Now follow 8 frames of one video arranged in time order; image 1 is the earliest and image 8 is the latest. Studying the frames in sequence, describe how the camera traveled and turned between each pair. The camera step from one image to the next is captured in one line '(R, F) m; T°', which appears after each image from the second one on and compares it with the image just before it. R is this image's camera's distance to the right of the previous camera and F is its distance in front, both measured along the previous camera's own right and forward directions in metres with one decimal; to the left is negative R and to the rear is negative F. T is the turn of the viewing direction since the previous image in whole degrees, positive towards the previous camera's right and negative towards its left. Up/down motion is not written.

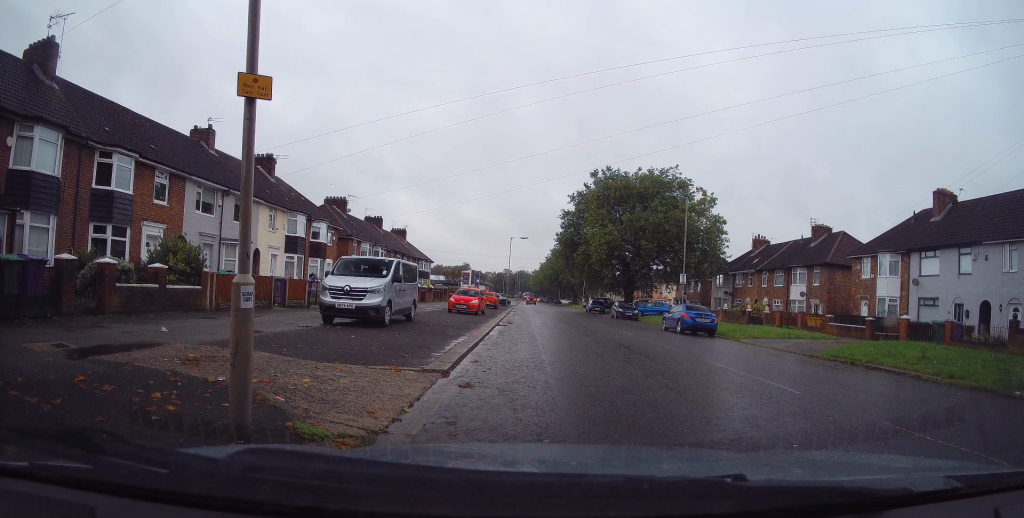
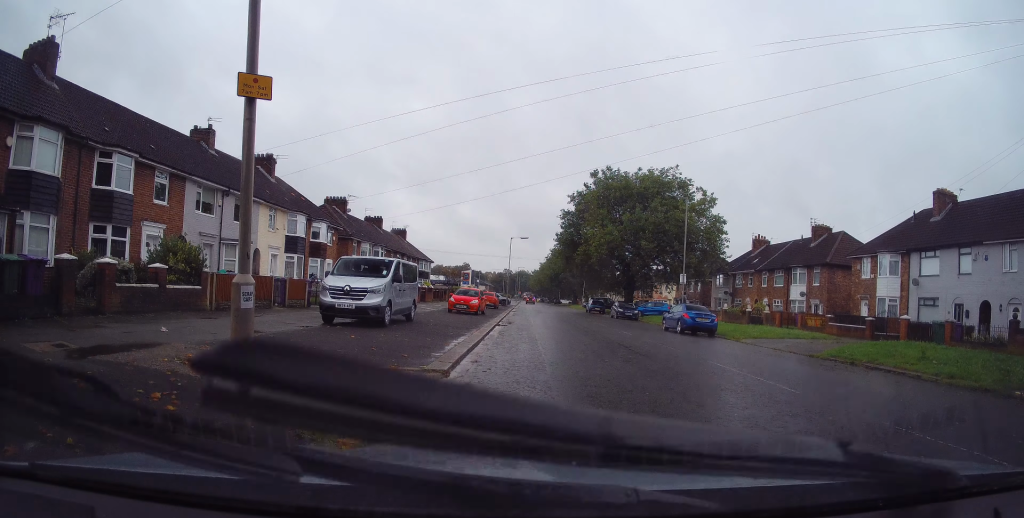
(0.0, 0.0) m; 0°
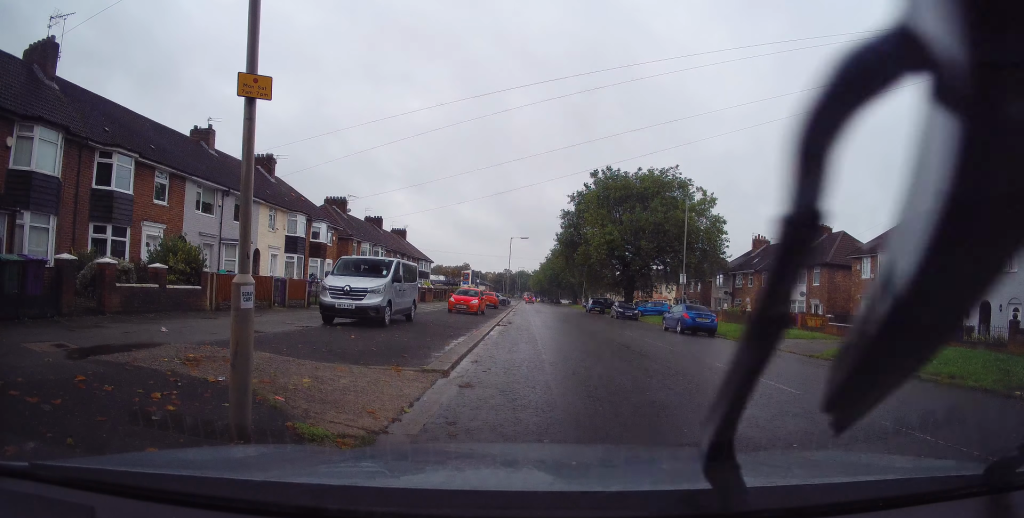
(0.0, 0.0) m; 0°
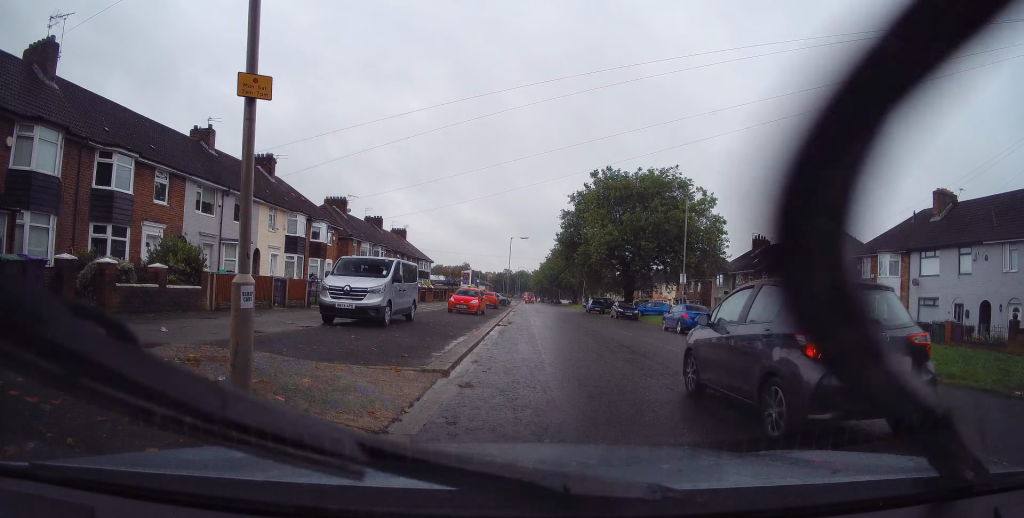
(0.0, 0.0) m; 0°
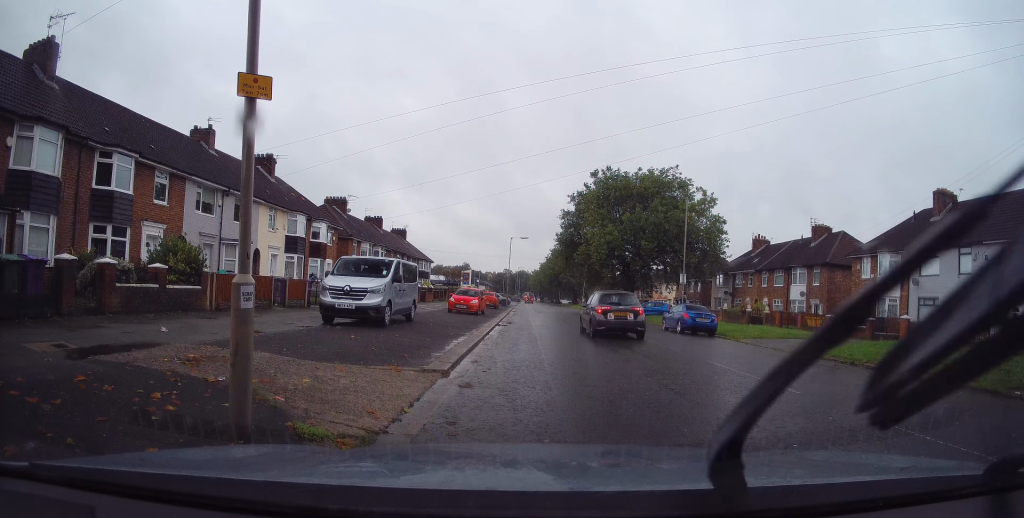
(0.0, 0.0) m; 0°
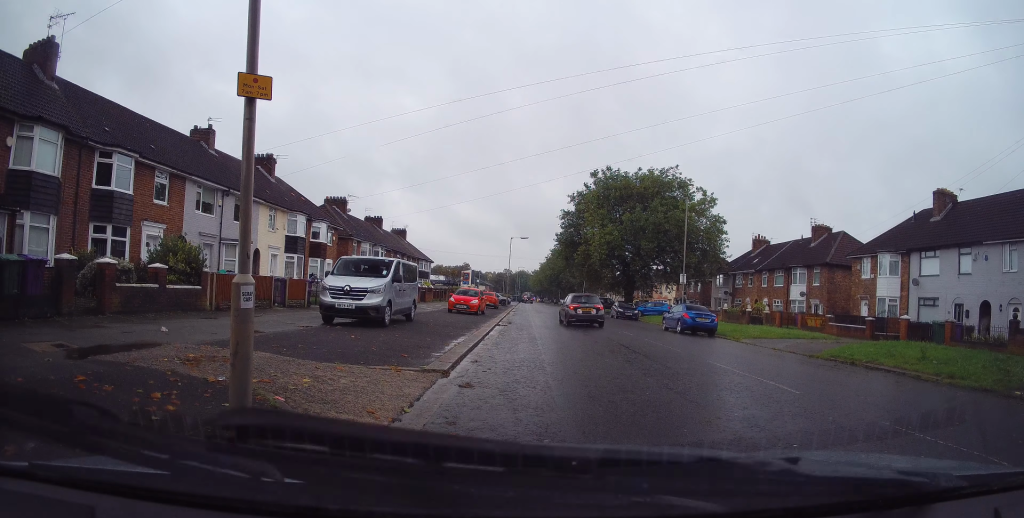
(0.0, 0.0) m; 0°
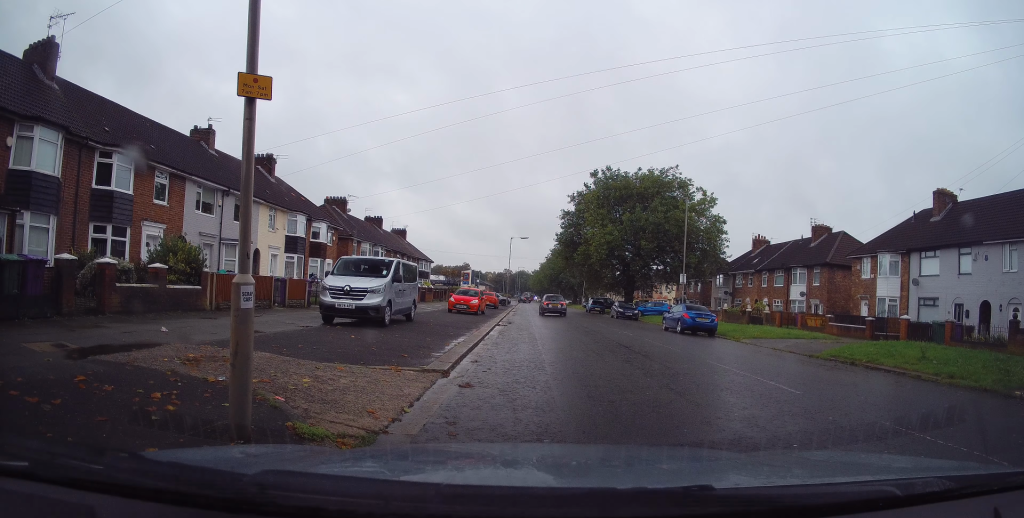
(0.0, 0.0) m; 0°
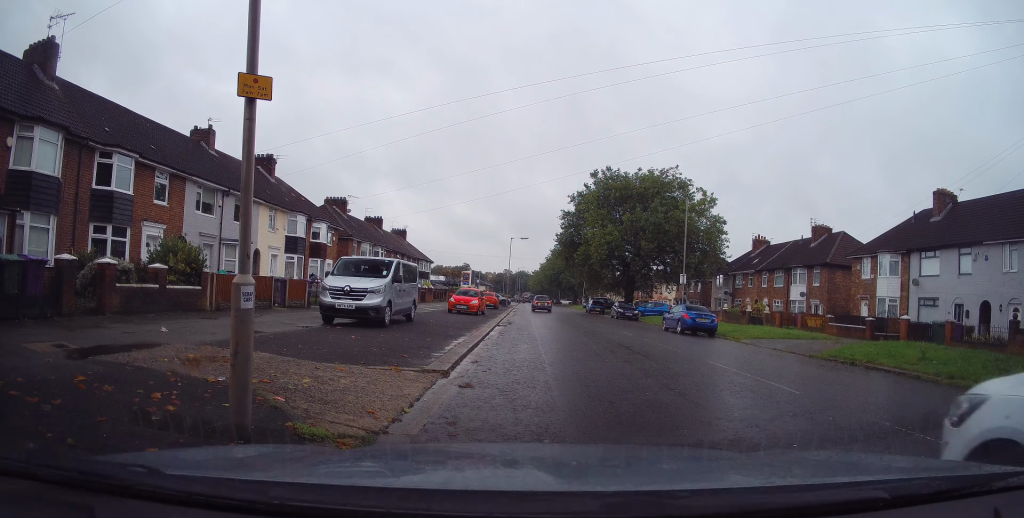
(0.0, 0.0) m; 0°
